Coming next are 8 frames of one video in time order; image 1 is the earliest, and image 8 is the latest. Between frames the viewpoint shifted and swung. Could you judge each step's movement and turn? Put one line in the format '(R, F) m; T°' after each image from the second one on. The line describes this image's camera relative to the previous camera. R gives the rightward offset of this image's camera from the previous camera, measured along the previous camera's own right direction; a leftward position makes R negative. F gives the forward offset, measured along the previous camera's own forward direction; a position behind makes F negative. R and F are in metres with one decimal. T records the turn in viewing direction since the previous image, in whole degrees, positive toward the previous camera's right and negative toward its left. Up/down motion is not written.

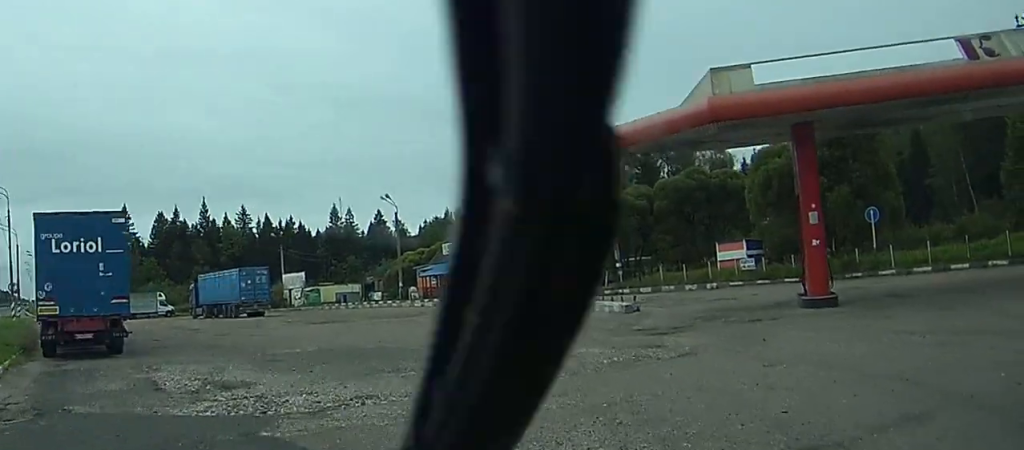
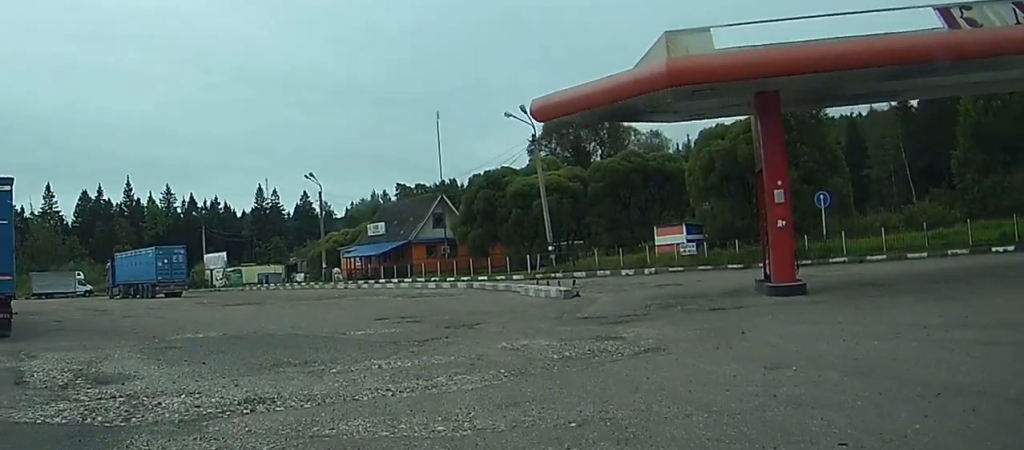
(+0.1, +3.0) m; +4°
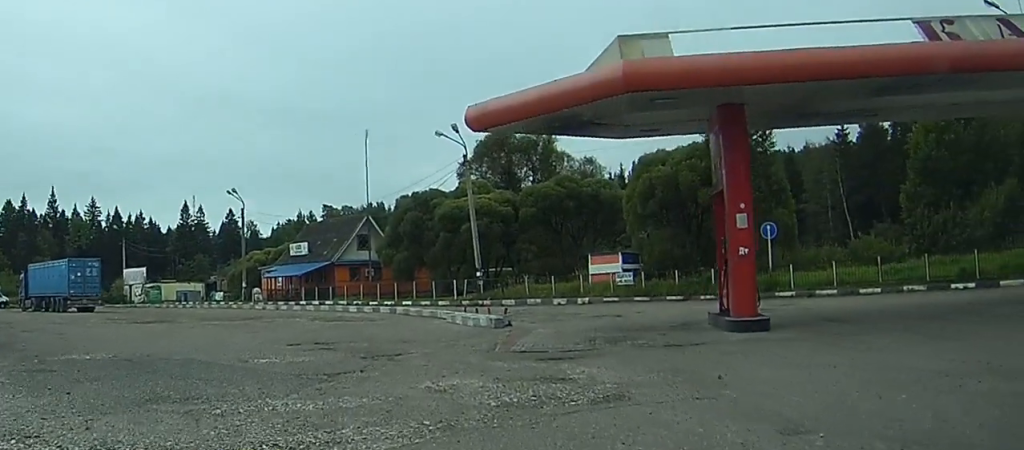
(0.0, +2.4) m; +2°
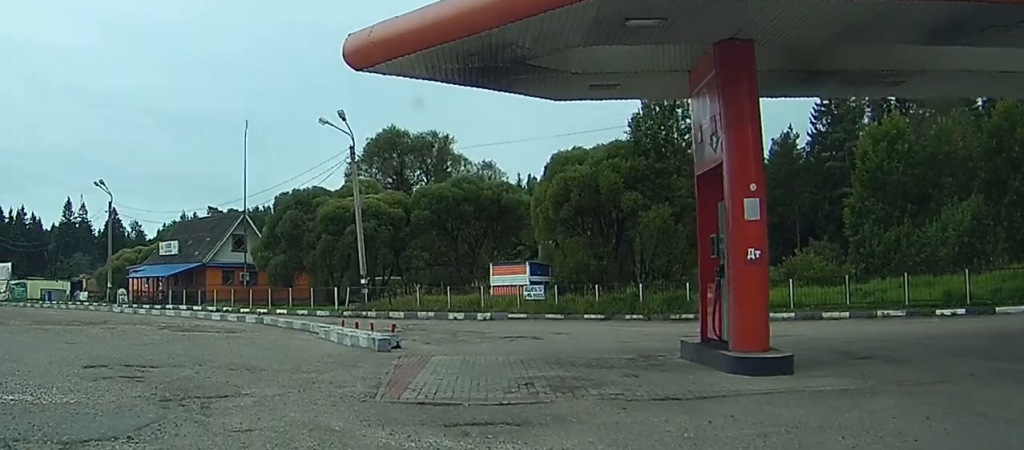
(+1.2, +5.4) m; +24°
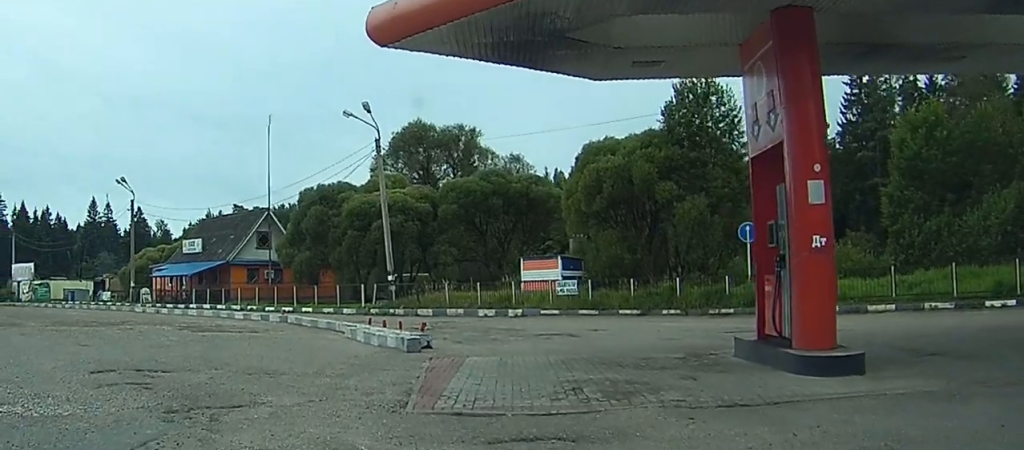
(-0.1, +1.0) m; -3°
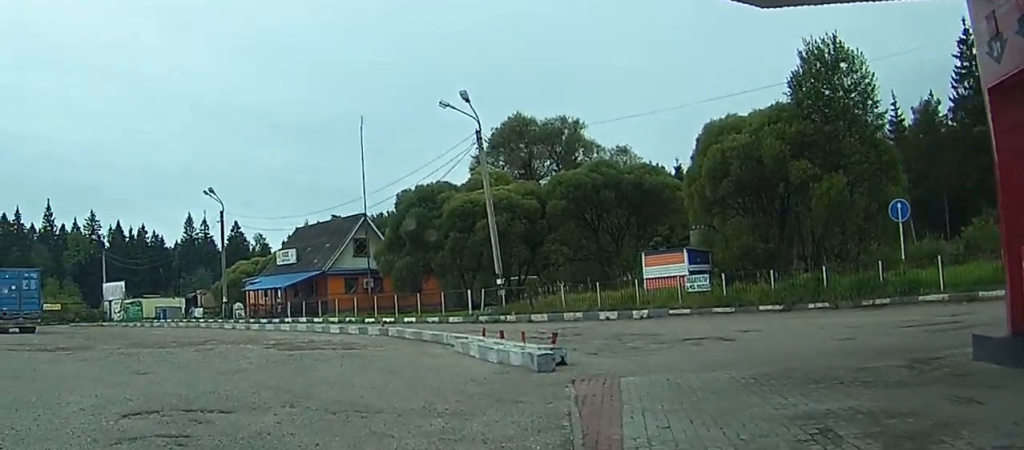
(-0.1, +2.2) m; -8°
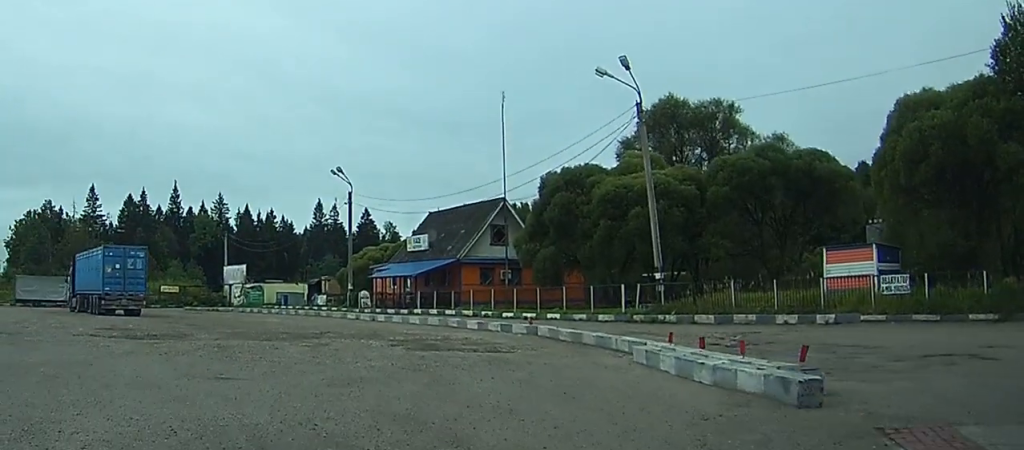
(-0.3, +3.0) m; -7°
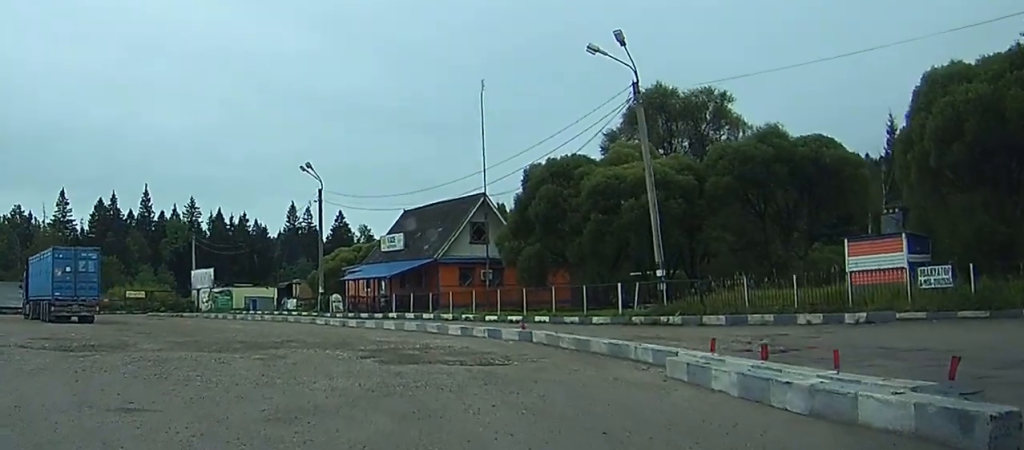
(-0.1, +2.8) m; -1°
